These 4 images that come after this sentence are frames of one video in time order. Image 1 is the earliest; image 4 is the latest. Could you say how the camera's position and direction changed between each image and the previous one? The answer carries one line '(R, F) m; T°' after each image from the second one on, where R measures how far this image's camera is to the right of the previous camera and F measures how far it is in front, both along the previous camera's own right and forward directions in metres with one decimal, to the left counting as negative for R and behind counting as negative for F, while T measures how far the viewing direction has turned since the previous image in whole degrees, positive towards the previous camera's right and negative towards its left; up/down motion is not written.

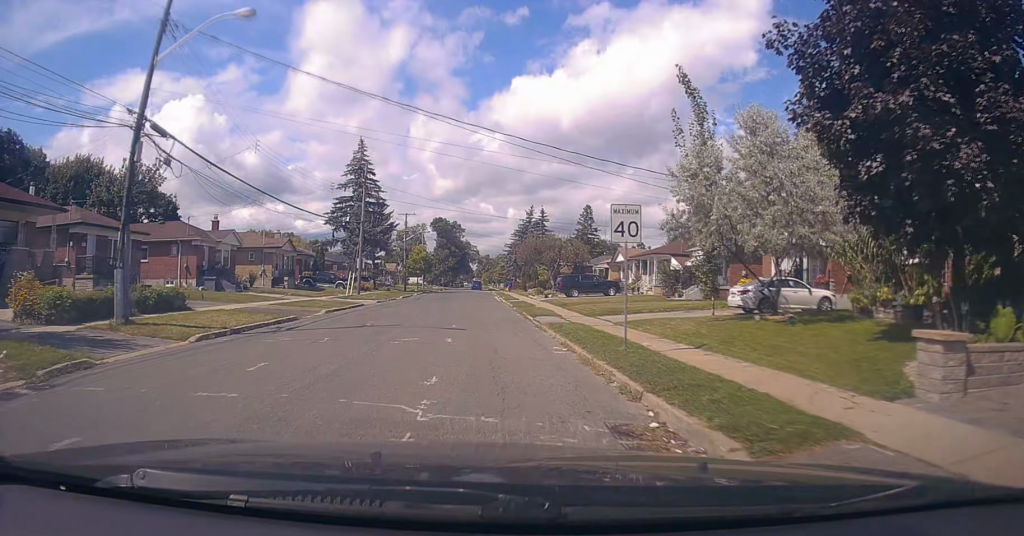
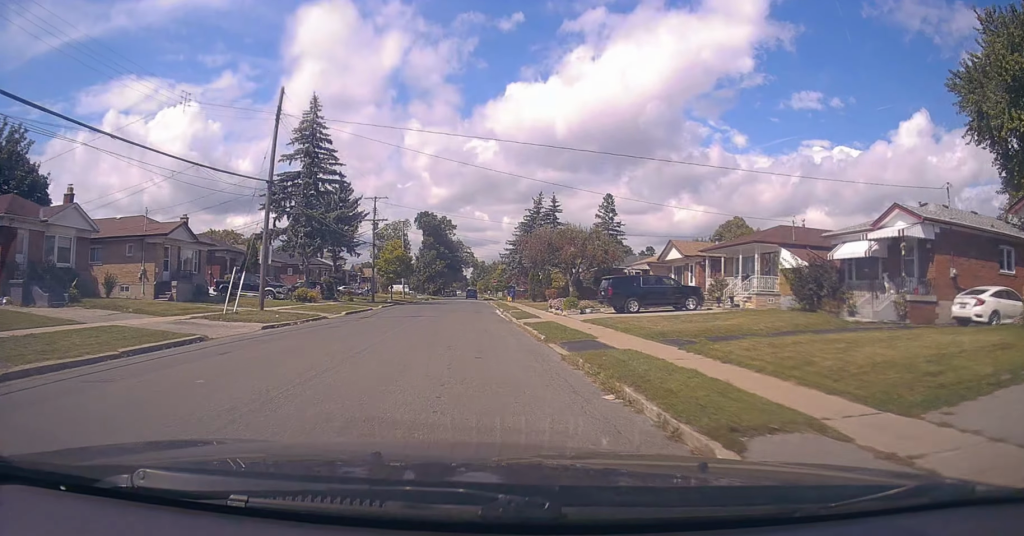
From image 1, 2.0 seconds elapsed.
(0.0, +20.3) m; -1°
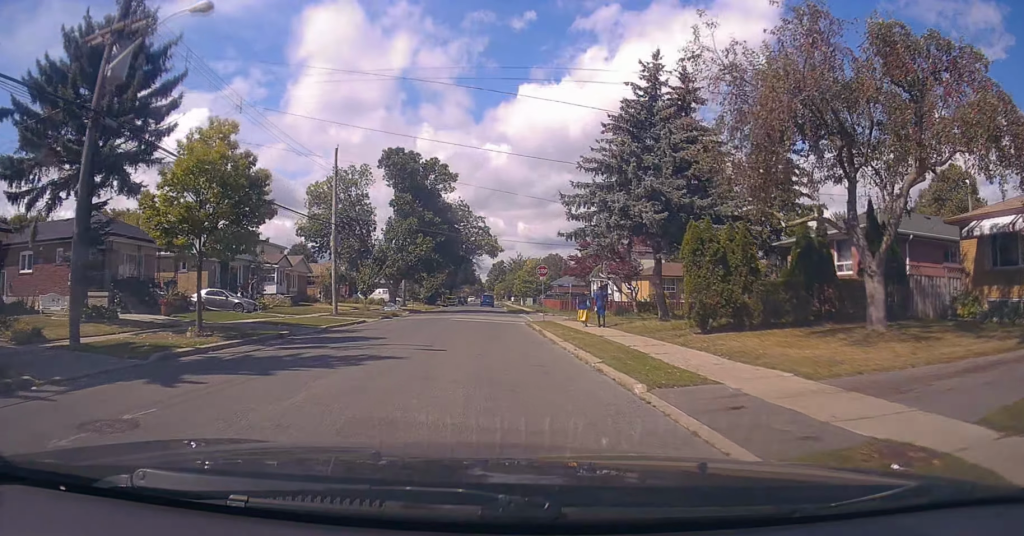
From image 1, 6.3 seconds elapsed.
(-0.9, +44.8) m; -3°
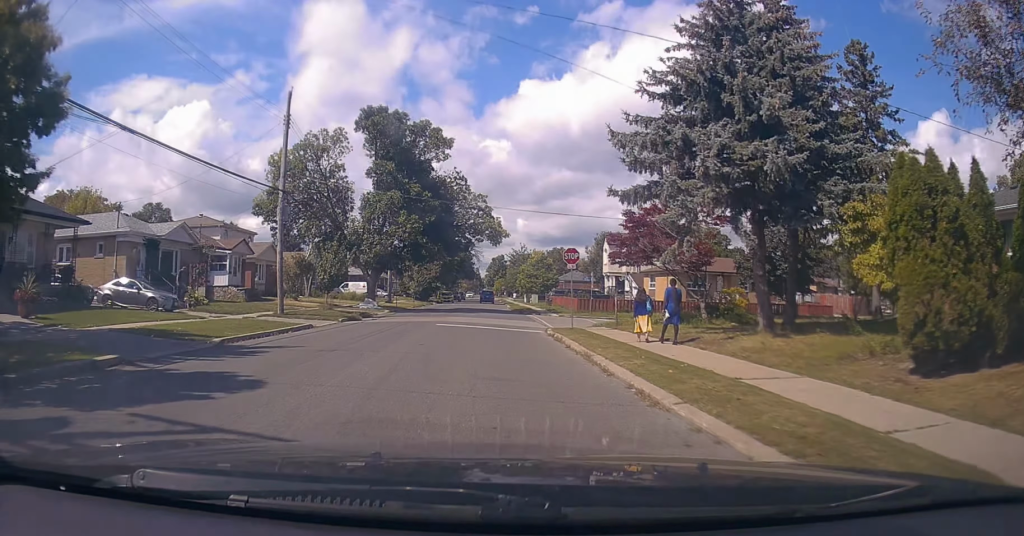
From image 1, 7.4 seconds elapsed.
(0.0, +10.6) m; +1°
